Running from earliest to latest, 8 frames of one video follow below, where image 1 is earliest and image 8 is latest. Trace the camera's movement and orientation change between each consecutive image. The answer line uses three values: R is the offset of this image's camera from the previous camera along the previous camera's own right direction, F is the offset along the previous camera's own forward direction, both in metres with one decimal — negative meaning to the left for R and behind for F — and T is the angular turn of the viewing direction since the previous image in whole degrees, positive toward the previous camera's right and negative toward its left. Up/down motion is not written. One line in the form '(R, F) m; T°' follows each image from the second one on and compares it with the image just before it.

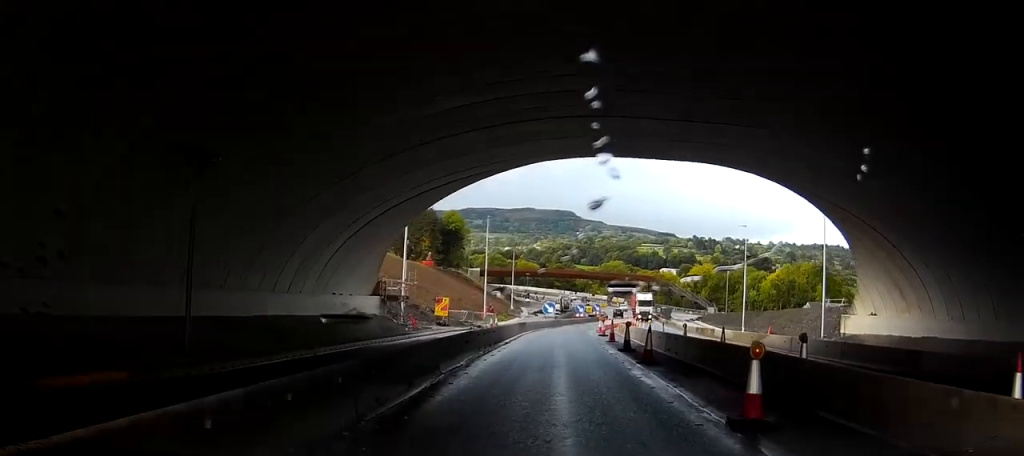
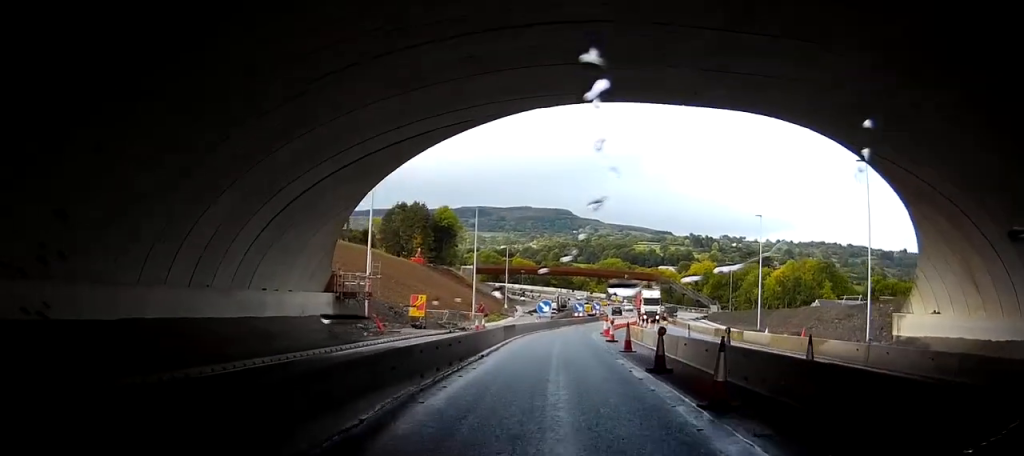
(+0.3, +8.9) m; +1°
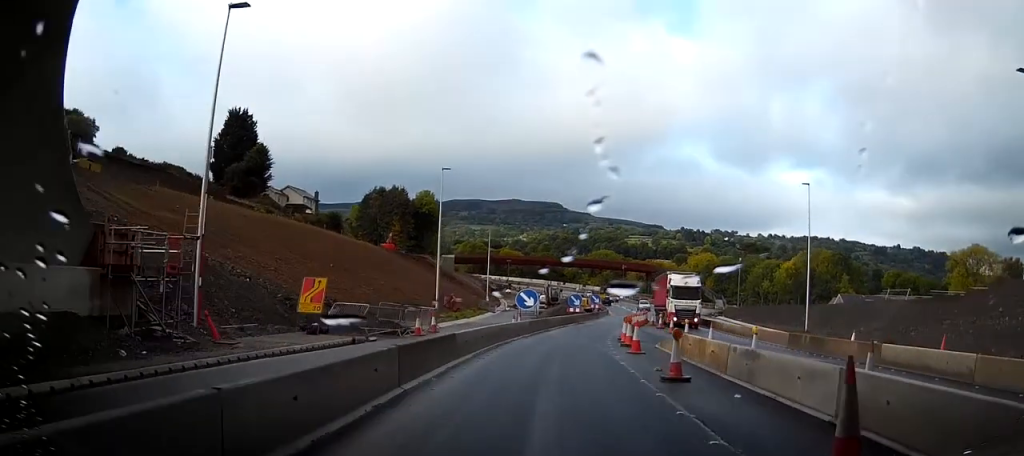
(0.0, +20.0) m; -4°
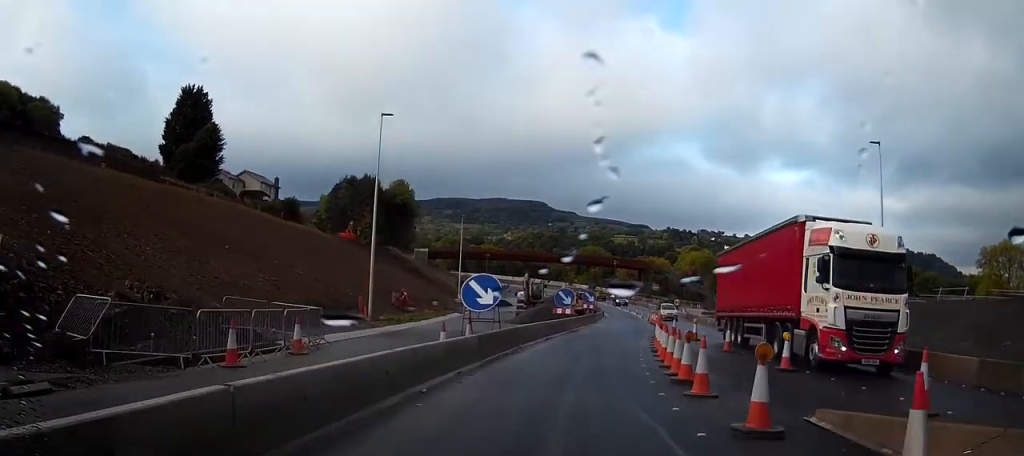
(-1.4, +18.4) m; -6°
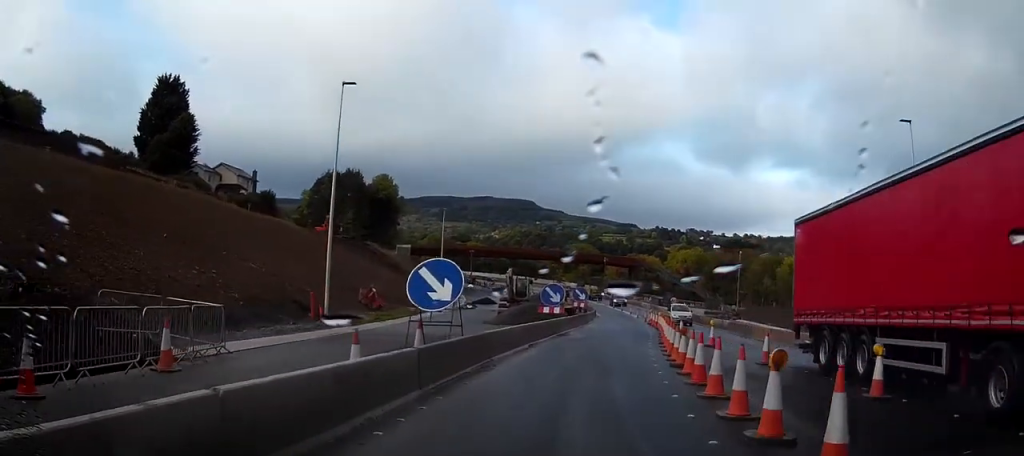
(-0.1, +6.6) m; -1°
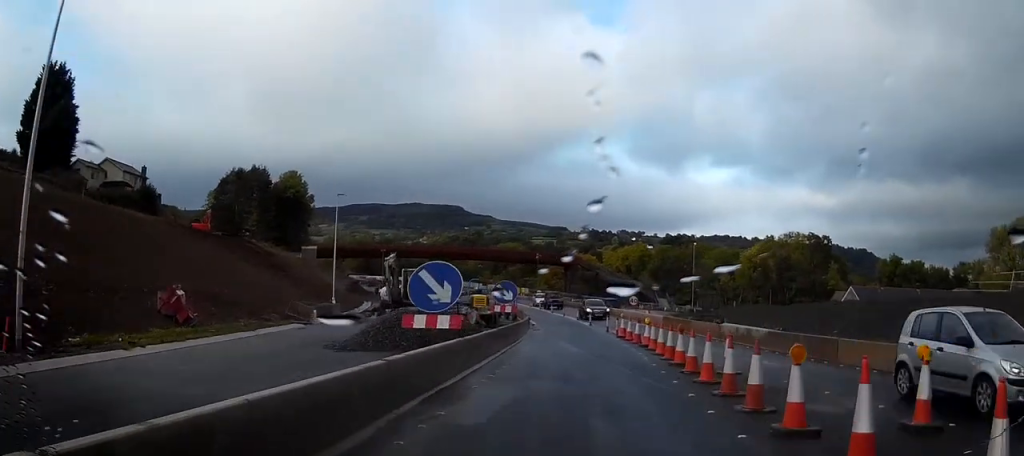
(+0.3, +21.1) m; +3°
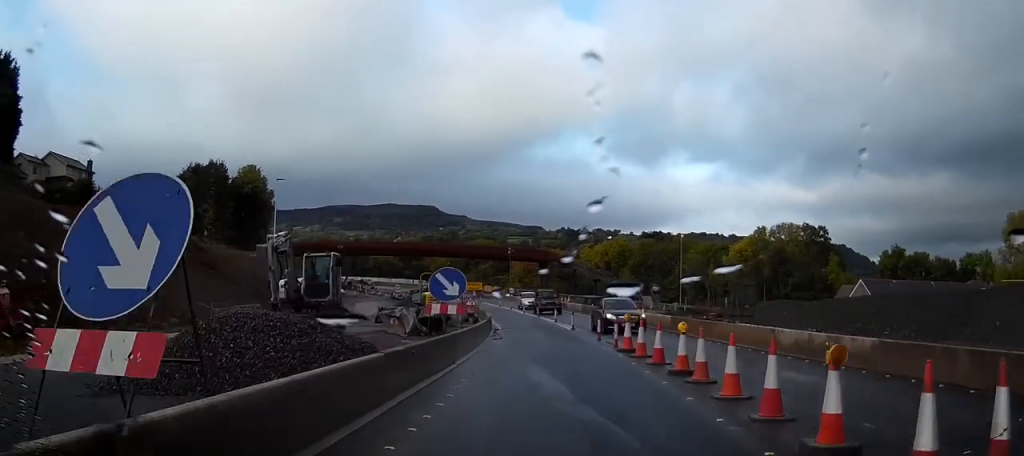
(+0.3, +11.8) m; +3°
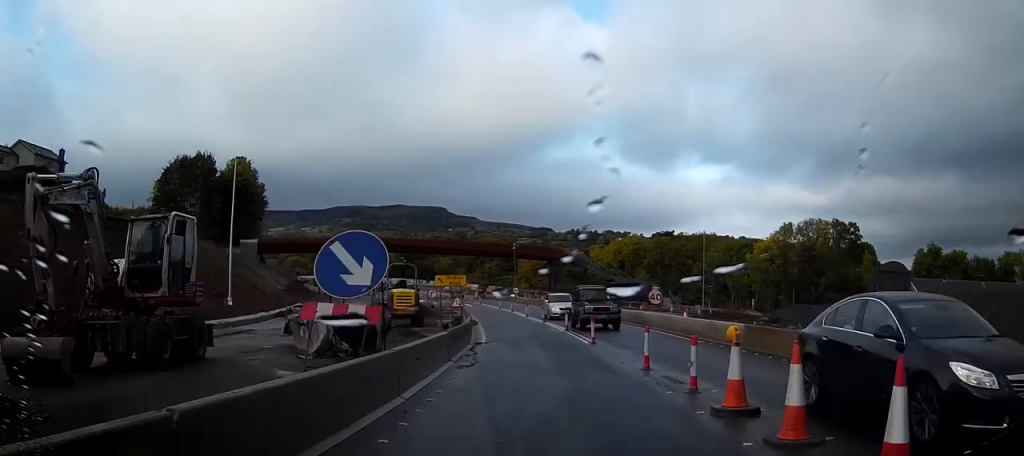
(+0.5, +12.2) m; +1°
